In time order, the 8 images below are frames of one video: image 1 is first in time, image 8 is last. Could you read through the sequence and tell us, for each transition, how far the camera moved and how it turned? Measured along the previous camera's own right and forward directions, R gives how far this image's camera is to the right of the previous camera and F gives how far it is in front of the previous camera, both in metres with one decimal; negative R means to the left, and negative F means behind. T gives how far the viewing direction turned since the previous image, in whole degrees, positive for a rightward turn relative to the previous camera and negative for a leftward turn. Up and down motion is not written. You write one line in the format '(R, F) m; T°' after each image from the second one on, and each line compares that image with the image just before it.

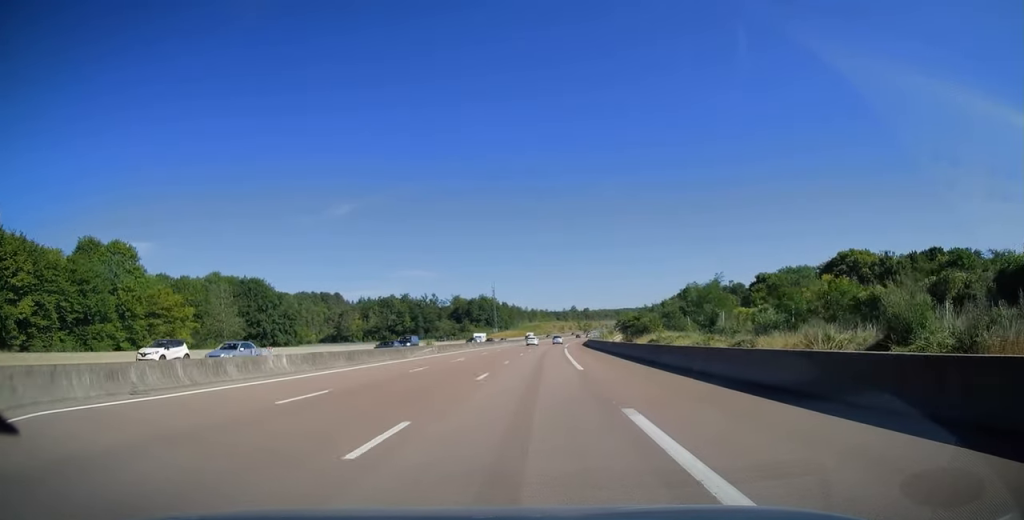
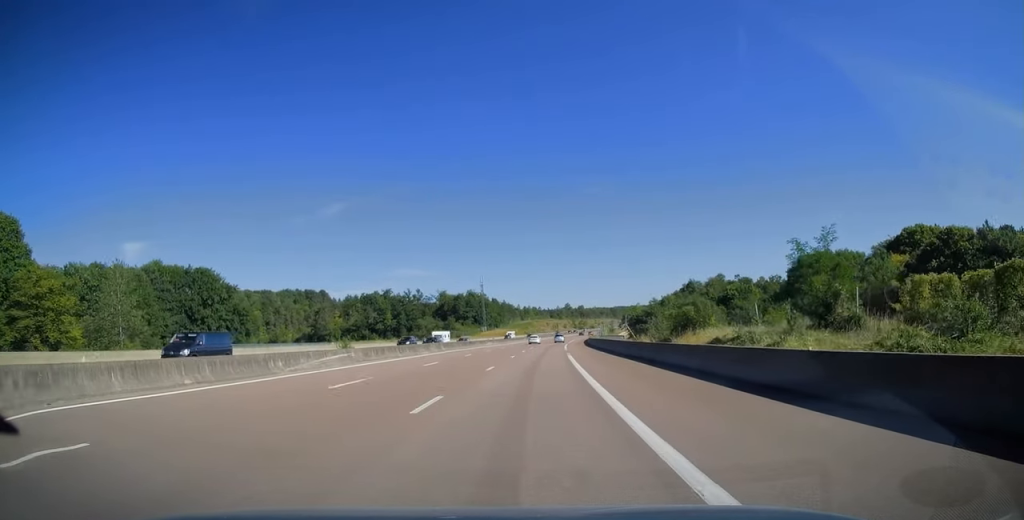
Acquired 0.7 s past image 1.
(+0.2, +22.5) m; +1°
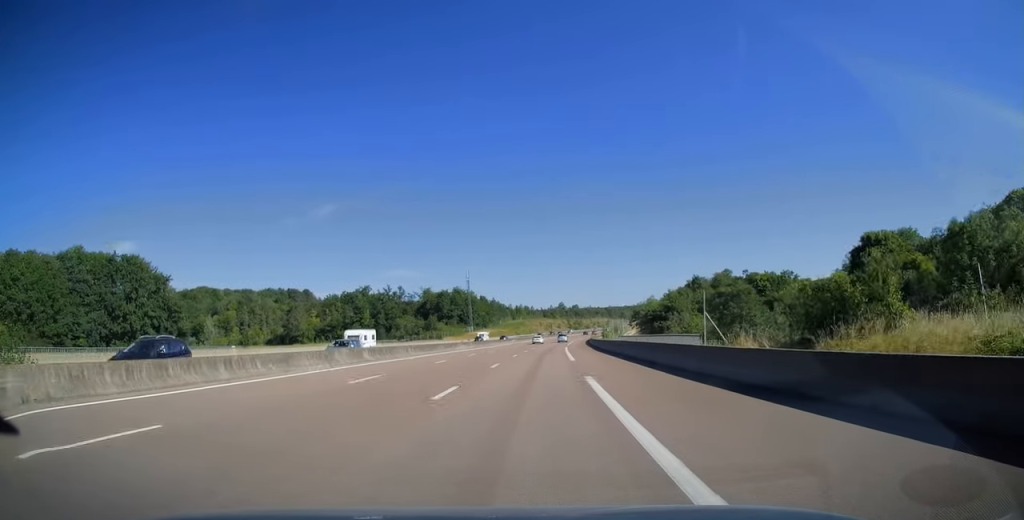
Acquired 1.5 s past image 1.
(+0.2, +23.9) m; +1°
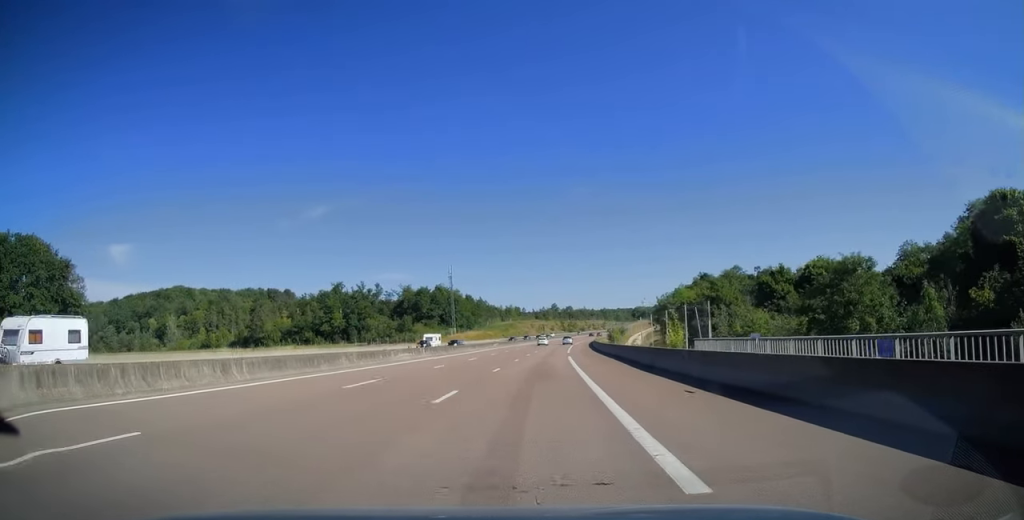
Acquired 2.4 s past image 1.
(-0.1, +26.4) m; +1°
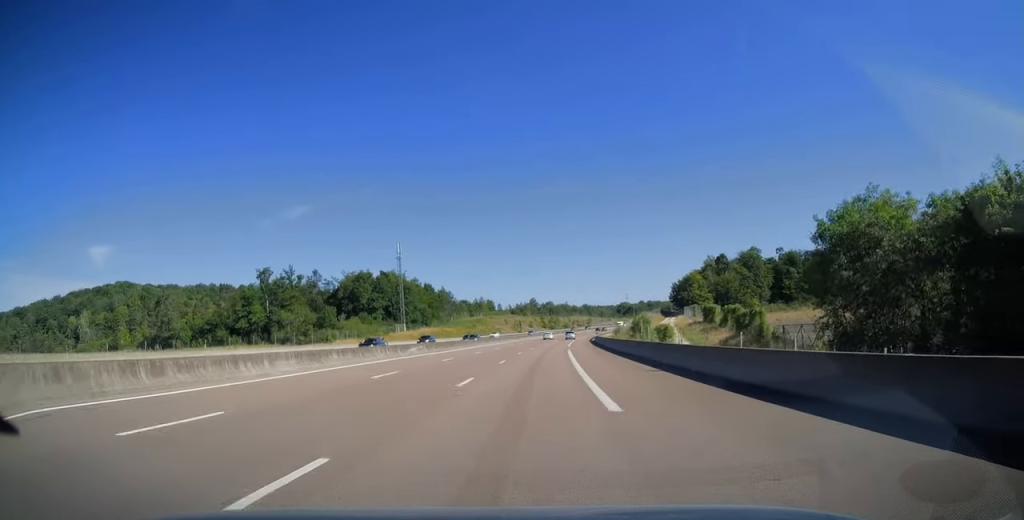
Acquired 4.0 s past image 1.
(+1.1, +48.8) m; +2°
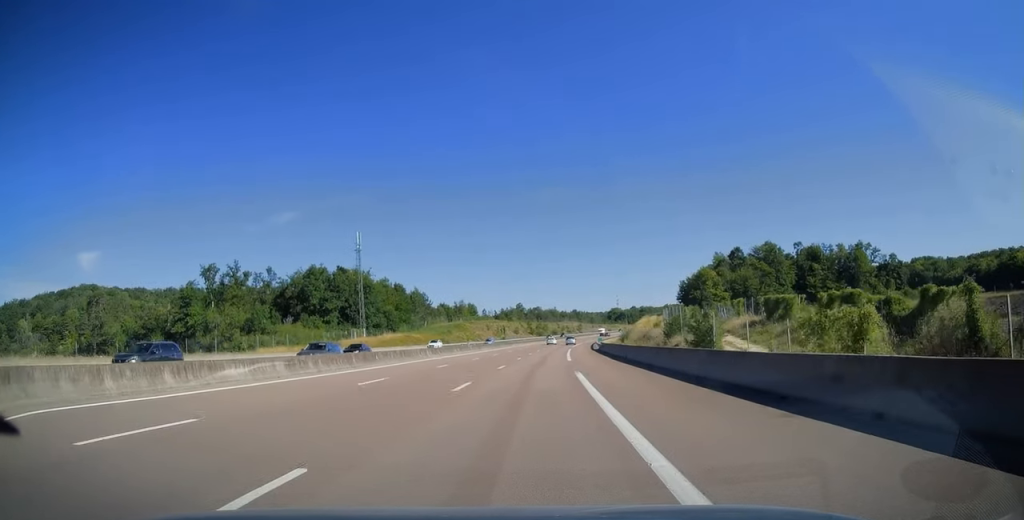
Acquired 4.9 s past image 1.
(+0.2, +26.9) m; +1°
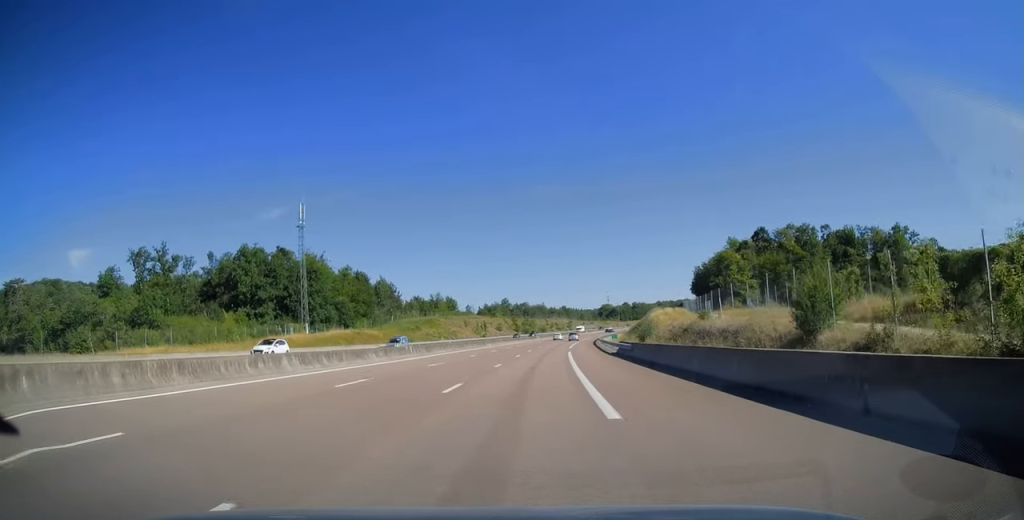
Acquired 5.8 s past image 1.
(+0.3, +28.0) m; +1°
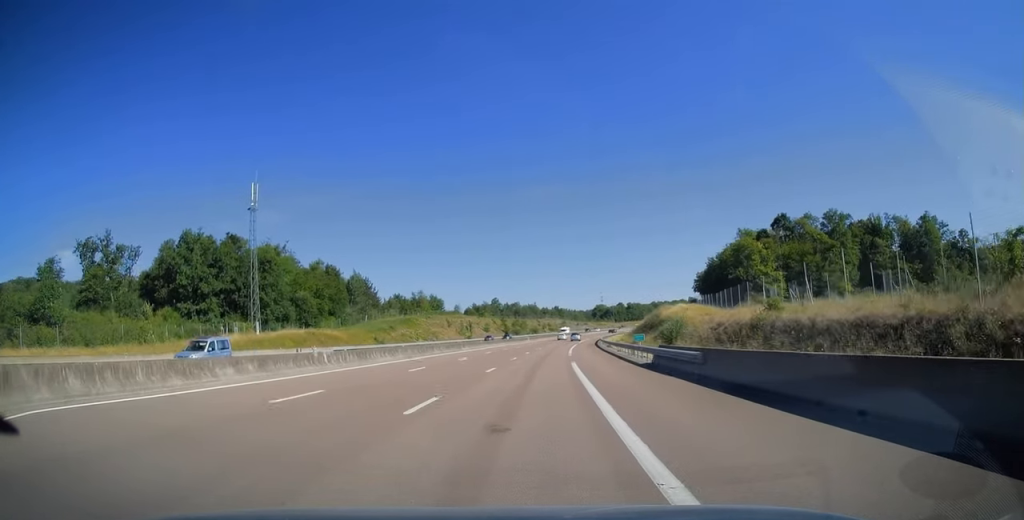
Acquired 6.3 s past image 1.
(+0.1, +17.3) m; +1°
